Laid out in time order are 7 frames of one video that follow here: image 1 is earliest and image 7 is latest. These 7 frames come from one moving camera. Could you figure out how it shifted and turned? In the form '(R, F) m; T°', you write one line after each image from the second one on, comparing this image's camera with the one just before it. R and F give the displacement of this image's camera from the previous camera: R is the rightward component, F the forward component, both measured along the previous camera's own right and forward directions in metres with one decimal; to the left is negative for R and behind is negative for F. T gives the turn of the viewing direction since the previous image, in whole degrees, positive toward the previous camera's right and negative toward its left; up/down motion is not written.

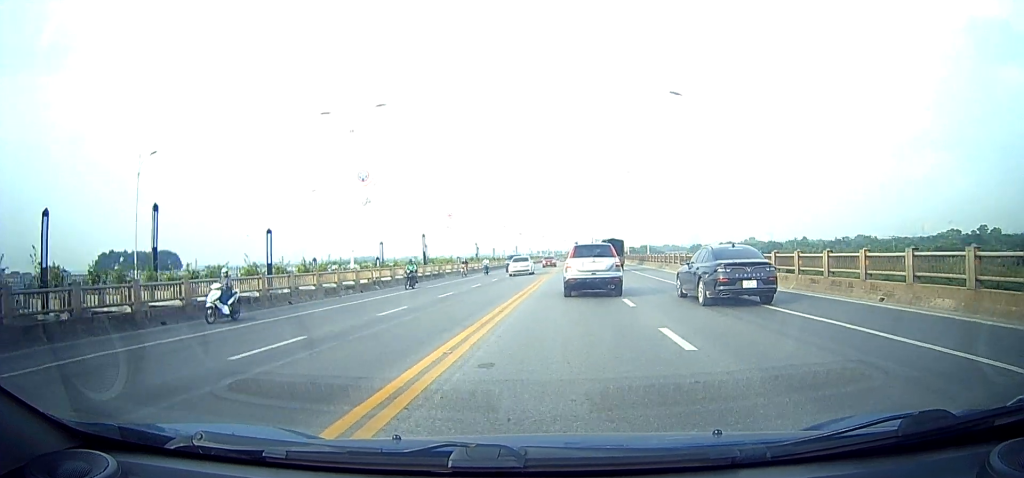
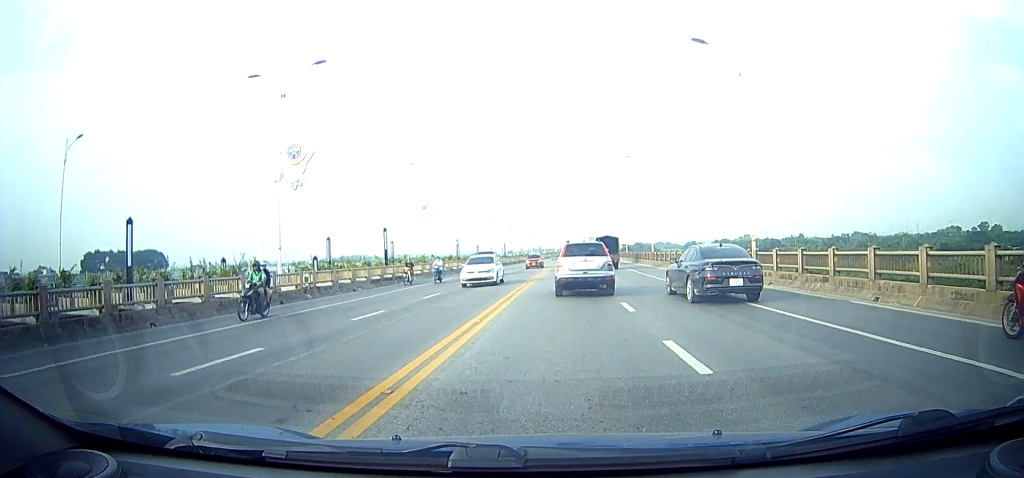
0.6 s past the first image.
(0.0, +8.6) m; 0°
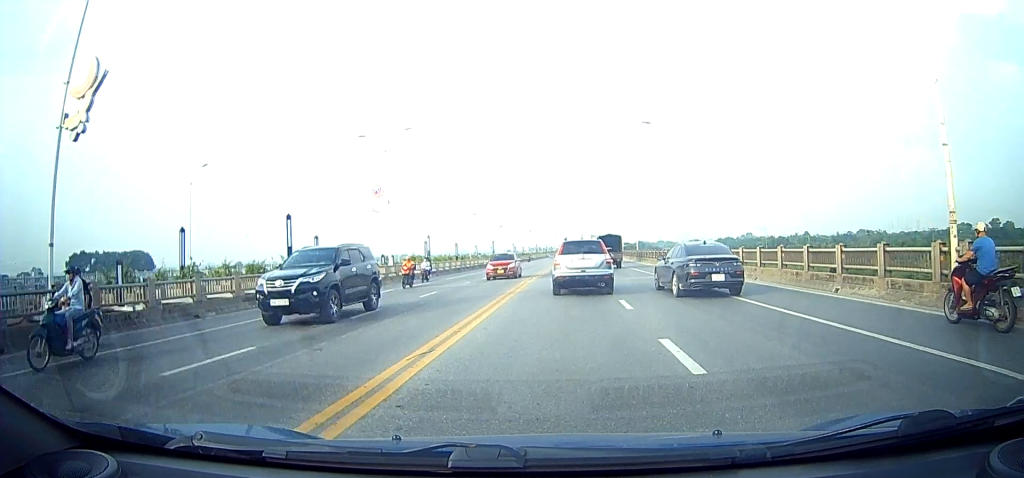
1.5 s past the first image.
(0.0, +14.2) m; 0°
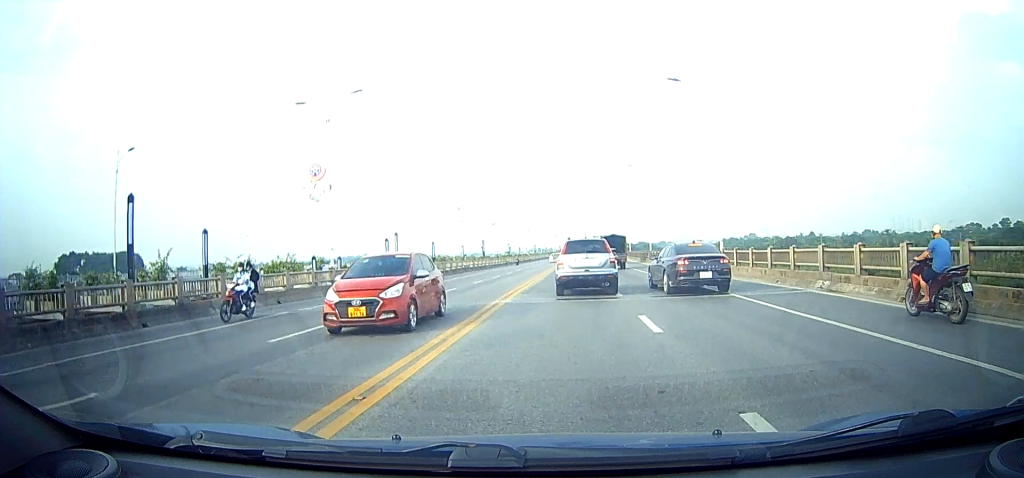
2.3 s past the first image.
(0.0, +12.1) m; +1°
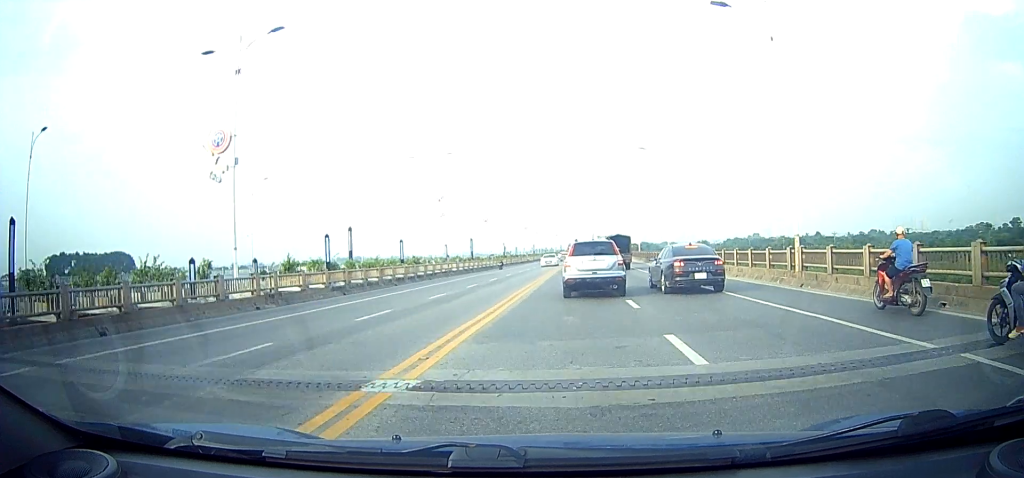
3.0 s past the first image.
(+0.1, +11.1) m; +1°
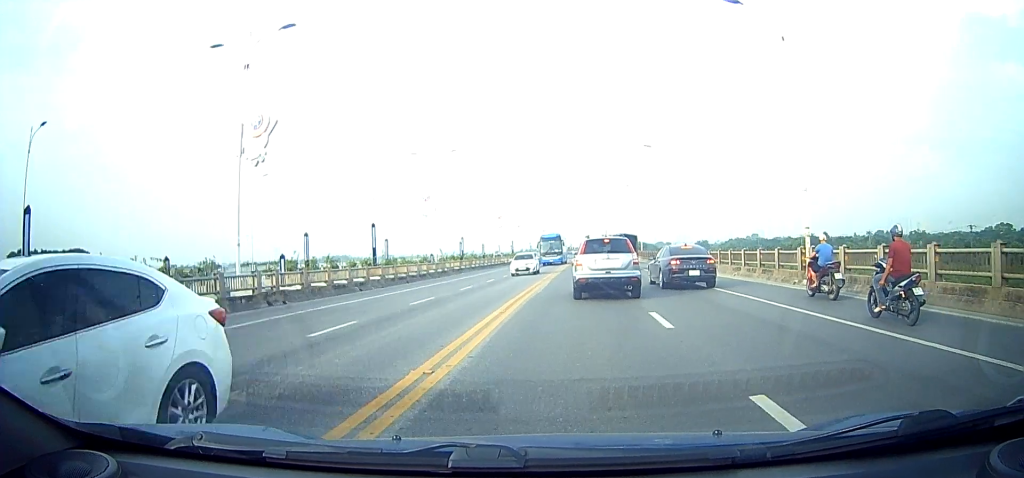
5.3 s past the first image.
(+0.3, +33.5) m; +2°
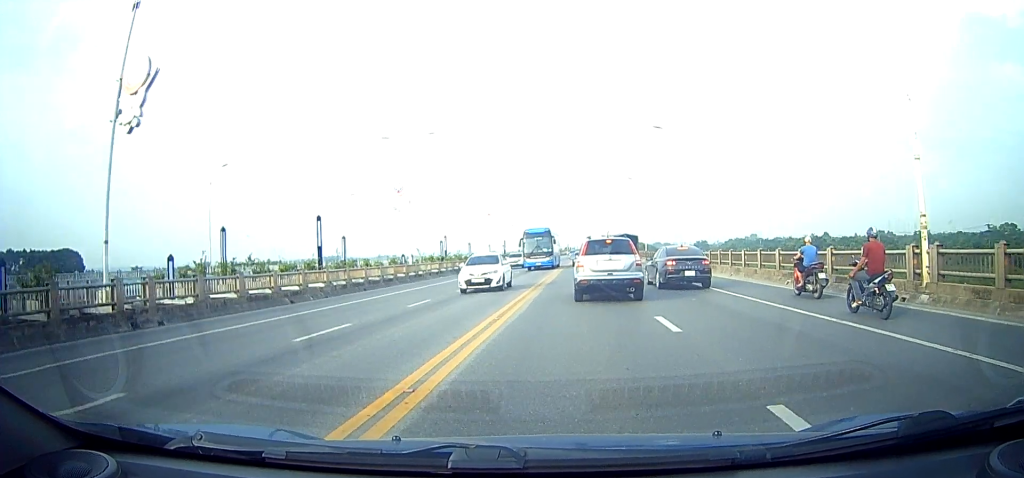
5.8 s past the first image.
(+0.4, +7.6) m; 0°
